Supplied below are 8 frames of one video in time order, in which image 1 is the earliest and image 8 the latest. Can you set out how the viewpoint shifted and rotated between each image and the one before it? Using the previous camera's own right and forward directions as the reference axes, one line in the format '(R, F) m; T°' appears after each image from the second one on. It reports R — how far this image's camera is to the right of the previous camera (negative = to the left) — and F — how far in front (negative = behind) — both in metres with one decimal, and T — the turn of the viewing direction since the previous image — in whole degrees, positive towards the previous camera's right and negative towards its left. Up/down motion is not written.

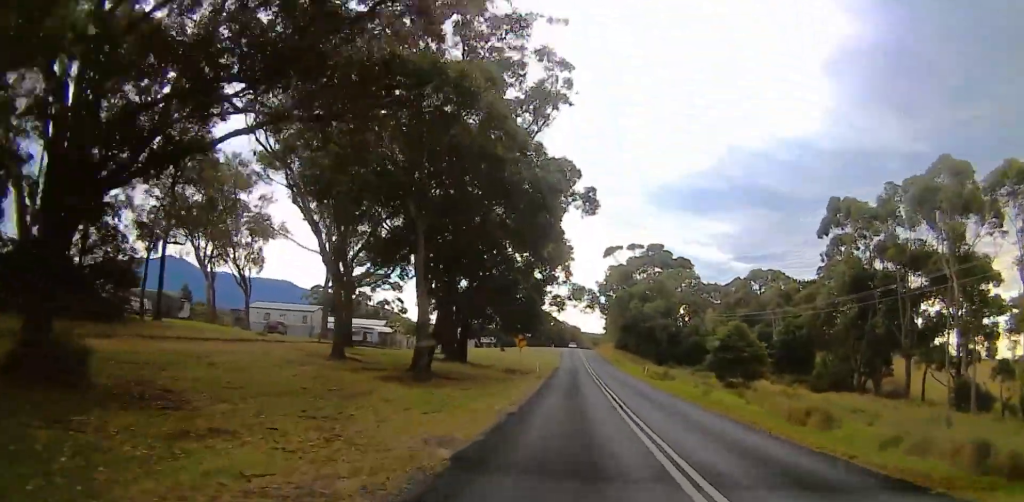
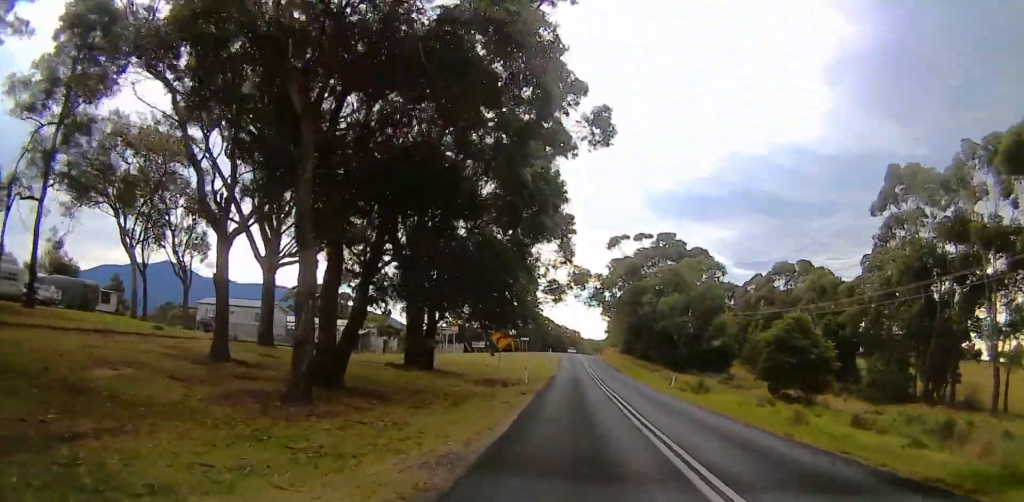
(-0.1, +12.8) m; -1°
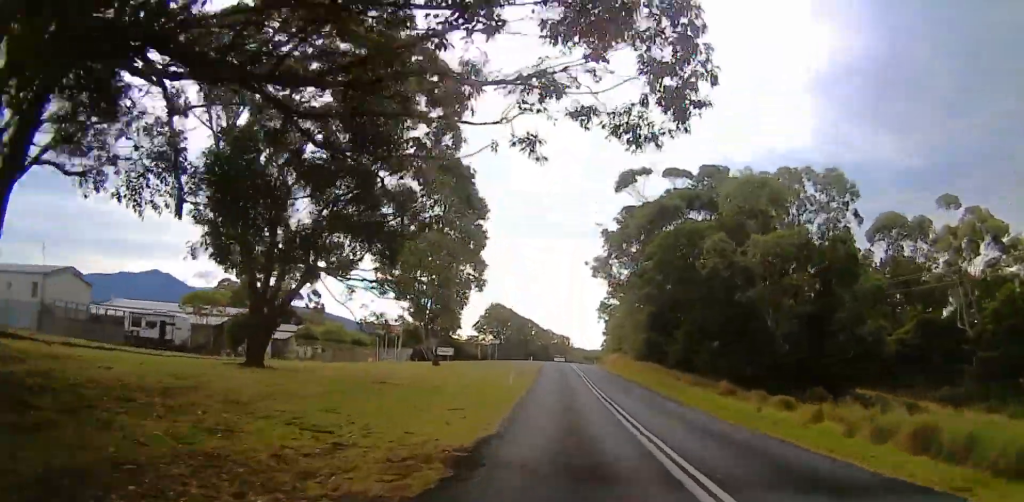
(+2.6, +32.0) m; +7°
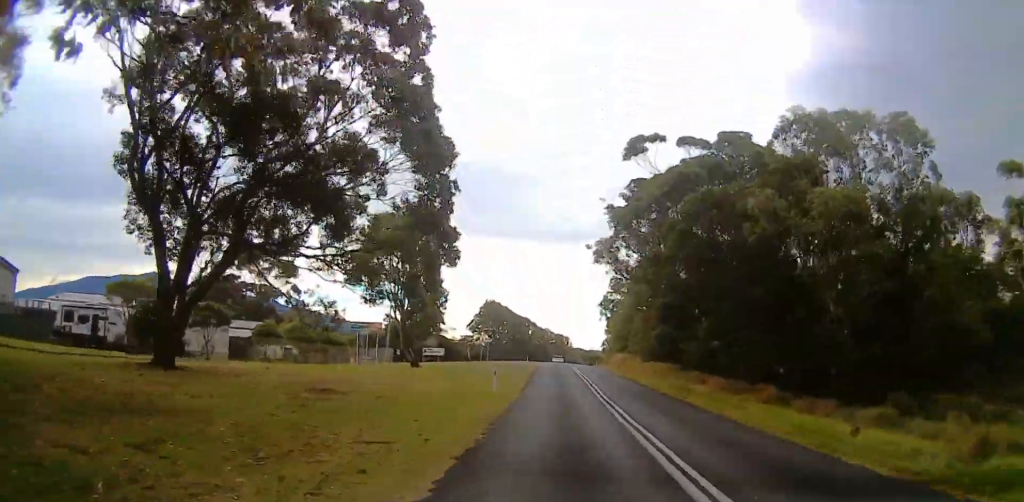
(-0.6, +7.9) m; -2°
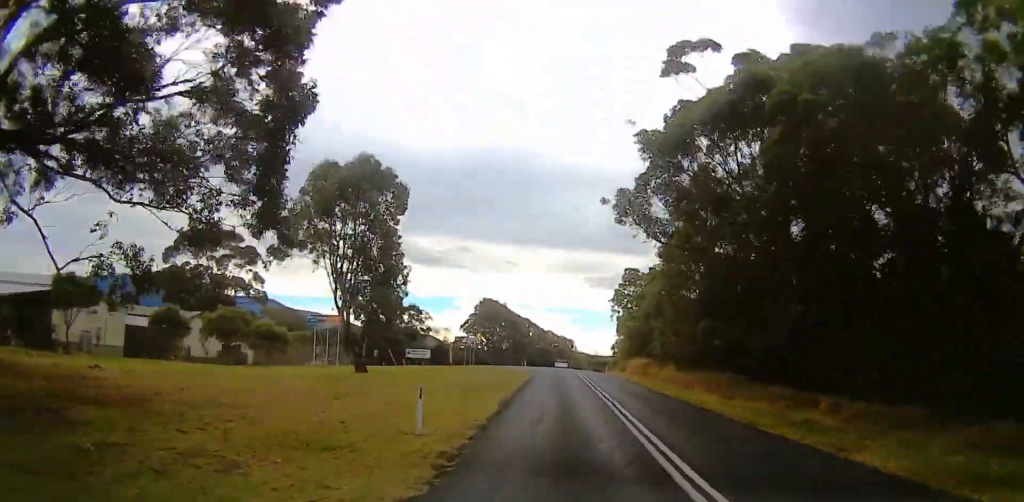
(-0.4, +14.6) m; -1°
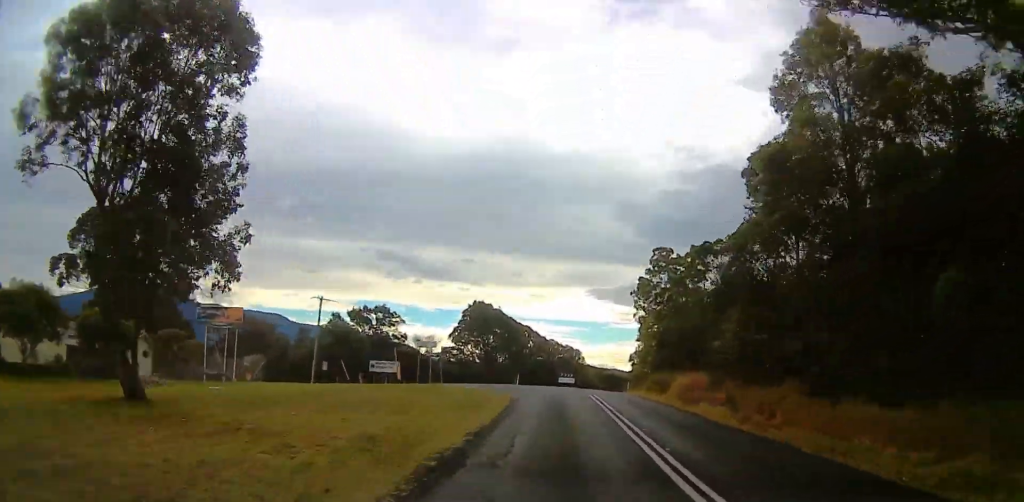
(+0.2, +20.7) m; 0°
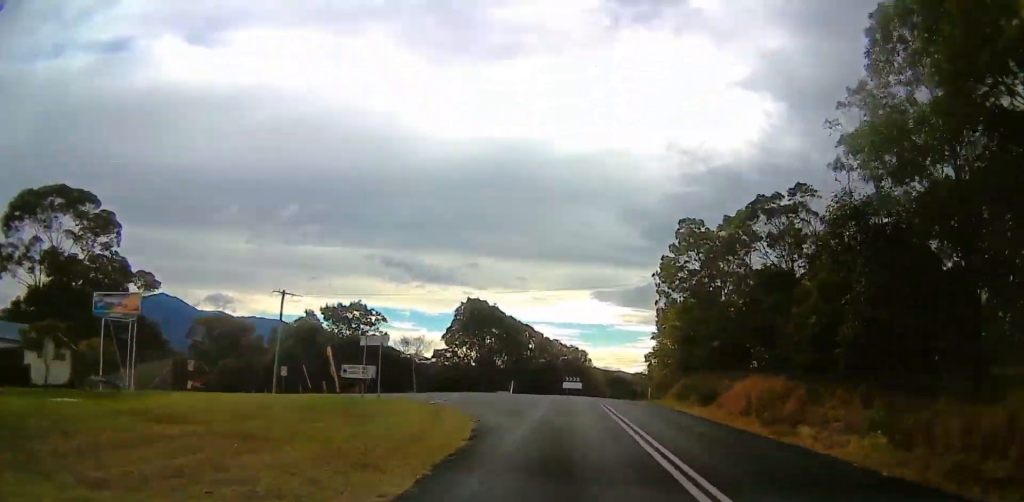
(-0.1, +11.7) m; 0°
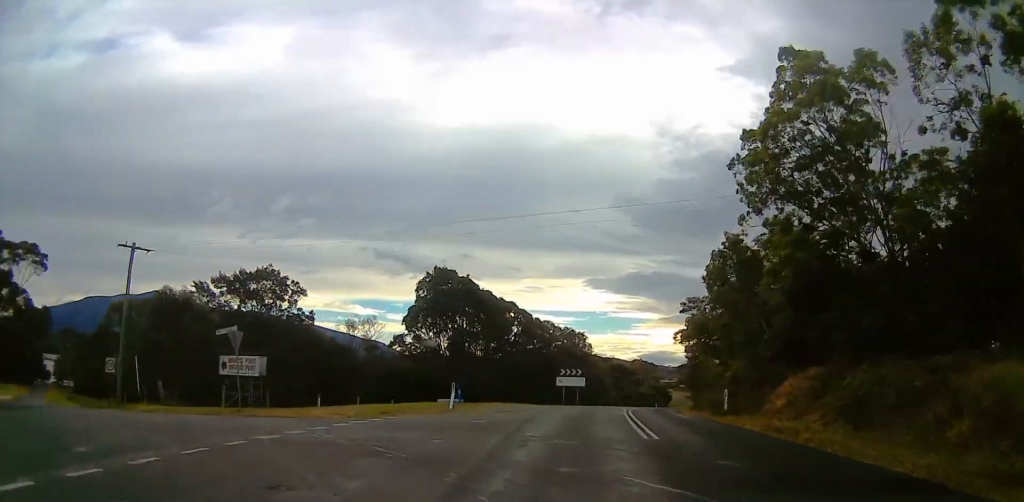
(+0.1, +24.7) m; +1°
